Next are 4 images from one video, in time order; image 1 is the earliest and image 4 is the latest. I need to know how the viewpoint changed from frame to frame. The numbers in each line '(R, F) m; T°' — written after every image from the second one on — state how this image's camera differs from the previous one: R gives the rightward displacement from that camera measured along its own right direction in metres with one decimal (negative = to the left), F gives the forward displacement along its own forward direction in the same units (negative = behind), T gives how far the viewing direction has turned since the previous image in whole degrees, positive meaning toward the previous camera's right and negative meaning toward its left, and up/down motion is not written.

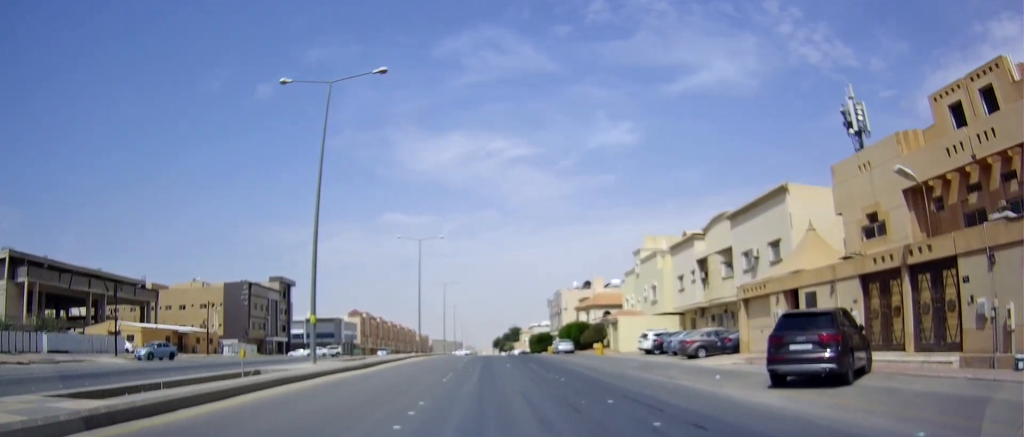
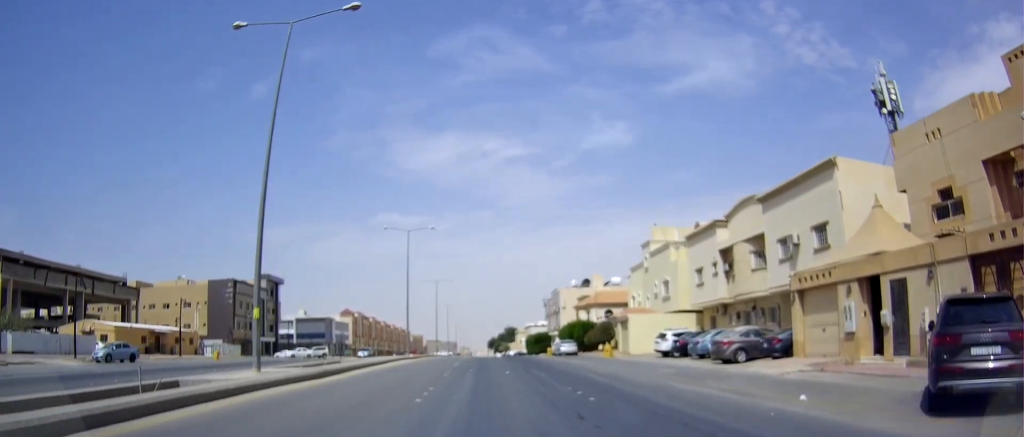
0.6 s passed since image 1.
(0.0, +5.7) m; +1°
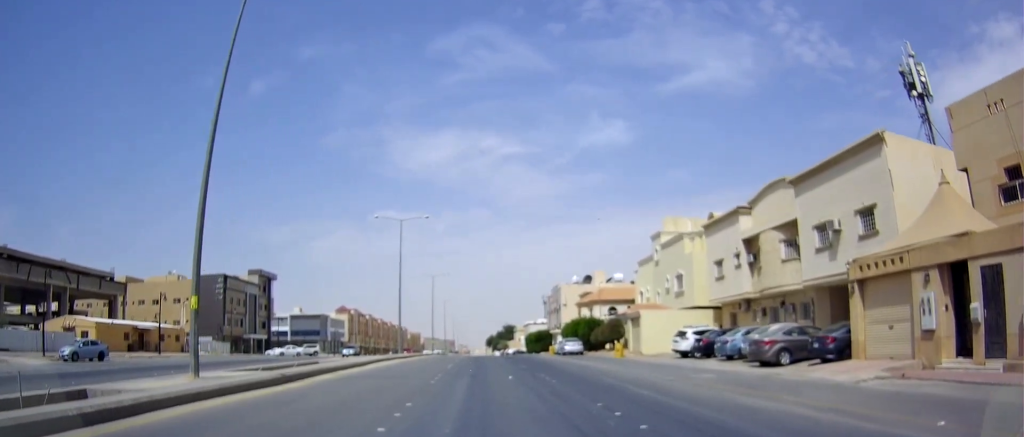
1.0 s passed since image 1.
(-0.1, +4.2) m; +1°
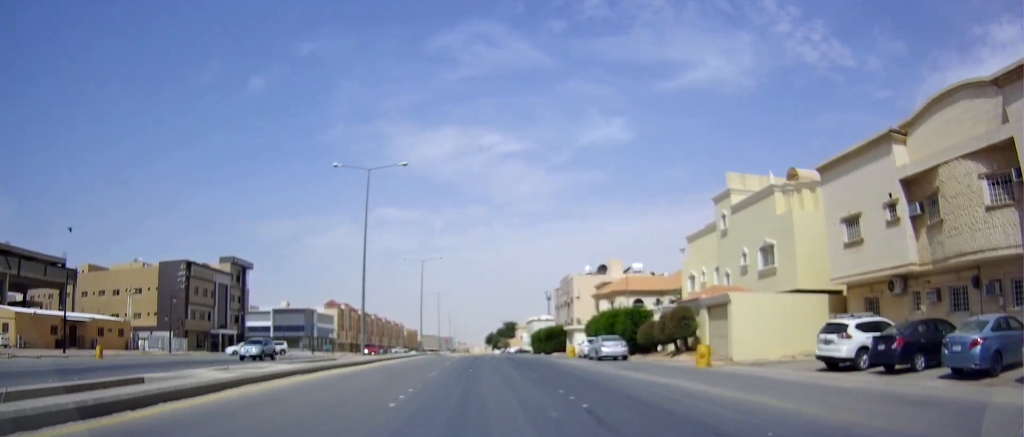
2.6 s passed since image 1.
(+0.3, +16.1) m; -1°
